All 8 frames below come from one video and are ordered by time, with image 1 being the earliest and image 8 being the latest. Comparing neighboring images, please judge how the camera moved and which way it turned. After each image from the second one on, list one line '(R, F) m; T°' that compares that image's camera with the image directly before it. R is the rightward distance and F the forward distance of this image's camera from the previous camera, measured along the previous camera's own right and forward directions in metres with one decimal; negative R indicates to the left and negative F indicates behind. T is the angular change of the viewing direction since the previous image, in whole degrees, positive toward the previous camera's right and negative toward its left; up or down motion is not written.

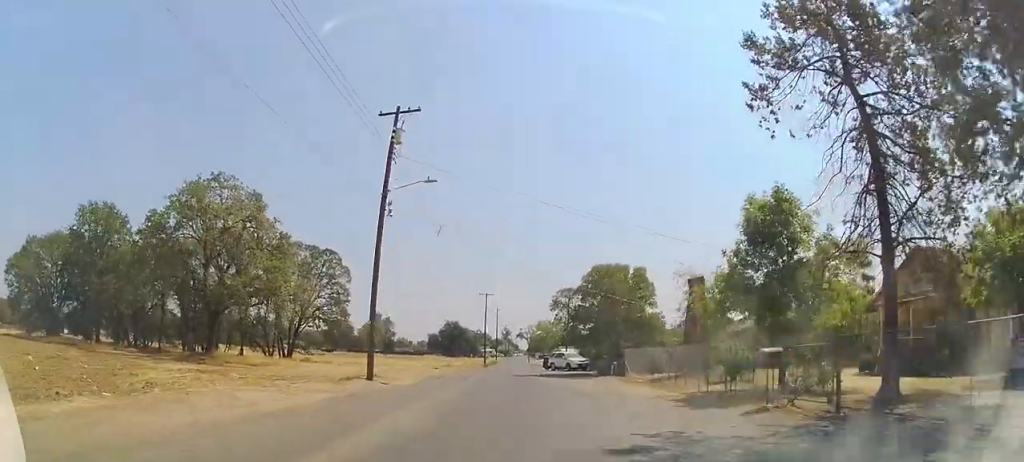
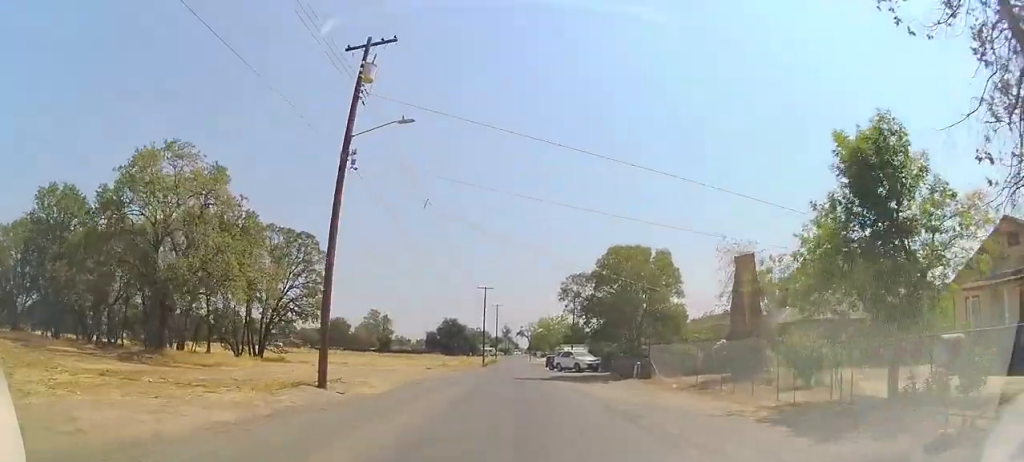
(-0.1, +5.7) m; -1°
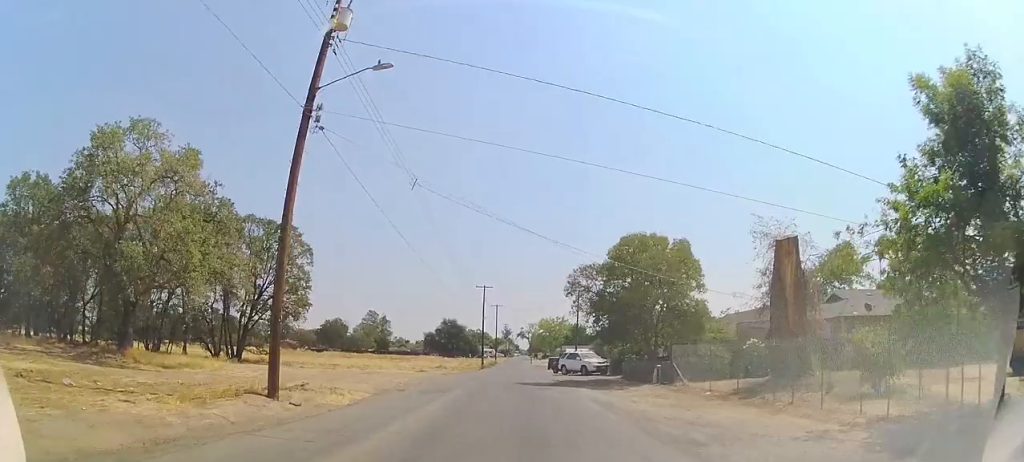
(0.0, +3.5) m; 0°
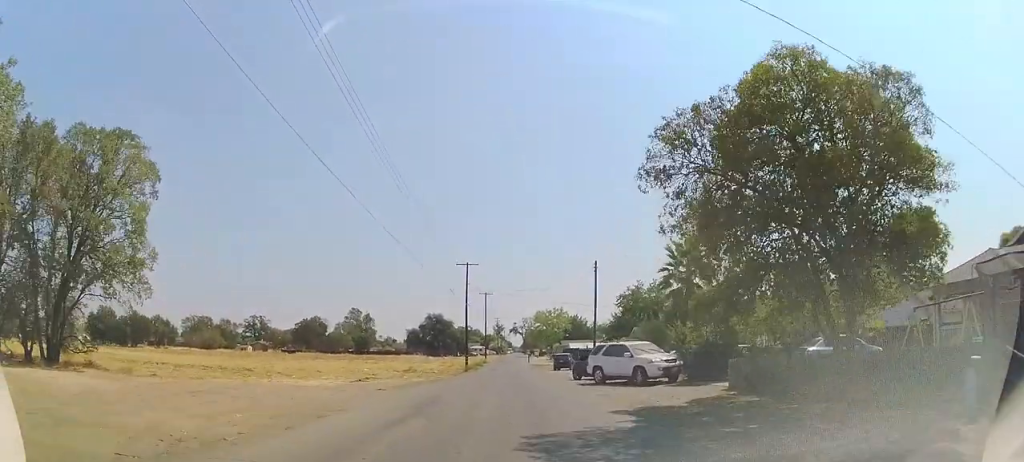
(+0.1, +17.4) m; +2°
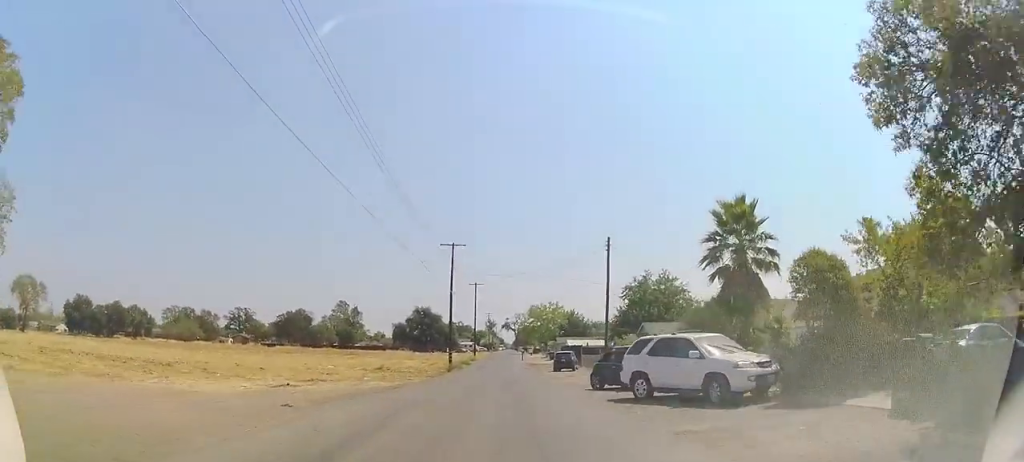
(+0.1, +8.4) m; +2°
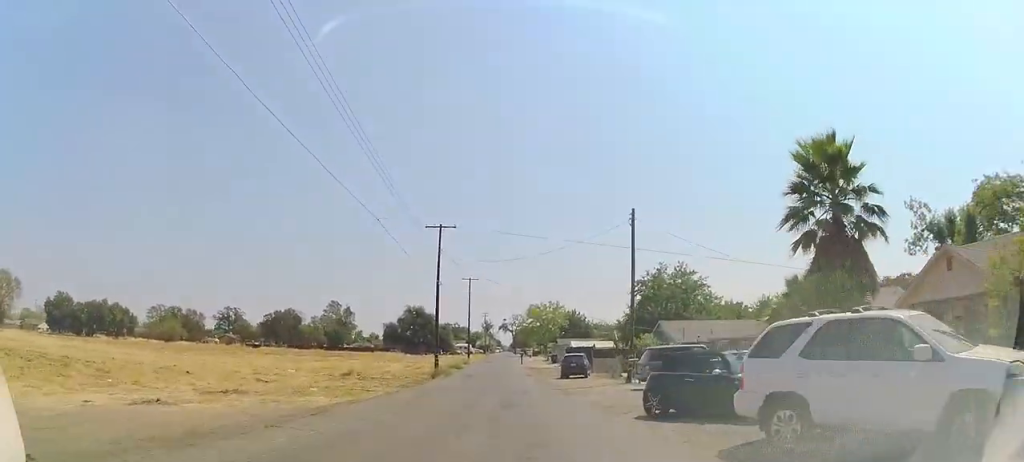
(+0.2, +7.9) m; +2°
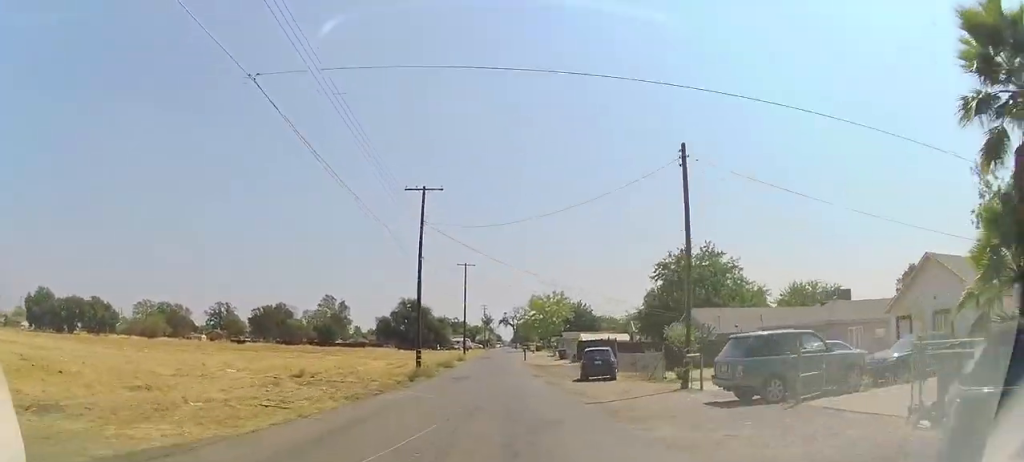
(+0.1, +8.7) m; -2°
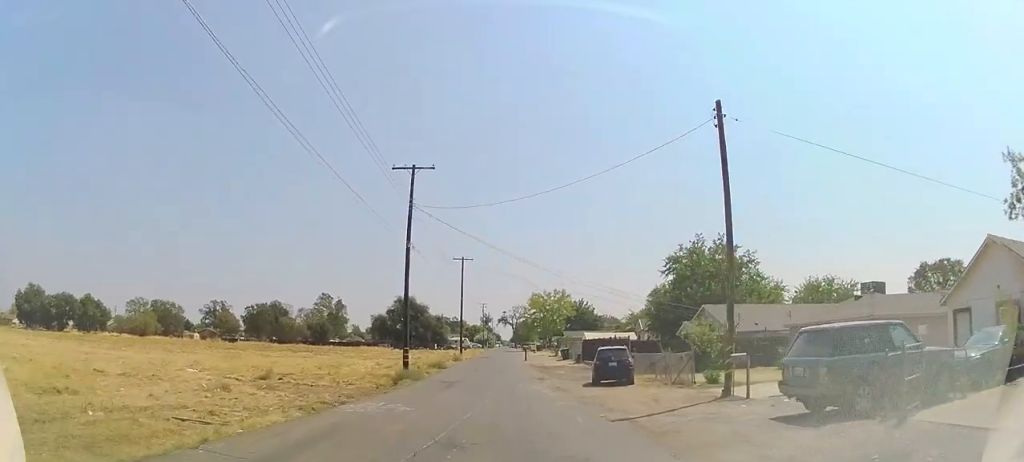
(-0.1, +3.8) m; -2°
